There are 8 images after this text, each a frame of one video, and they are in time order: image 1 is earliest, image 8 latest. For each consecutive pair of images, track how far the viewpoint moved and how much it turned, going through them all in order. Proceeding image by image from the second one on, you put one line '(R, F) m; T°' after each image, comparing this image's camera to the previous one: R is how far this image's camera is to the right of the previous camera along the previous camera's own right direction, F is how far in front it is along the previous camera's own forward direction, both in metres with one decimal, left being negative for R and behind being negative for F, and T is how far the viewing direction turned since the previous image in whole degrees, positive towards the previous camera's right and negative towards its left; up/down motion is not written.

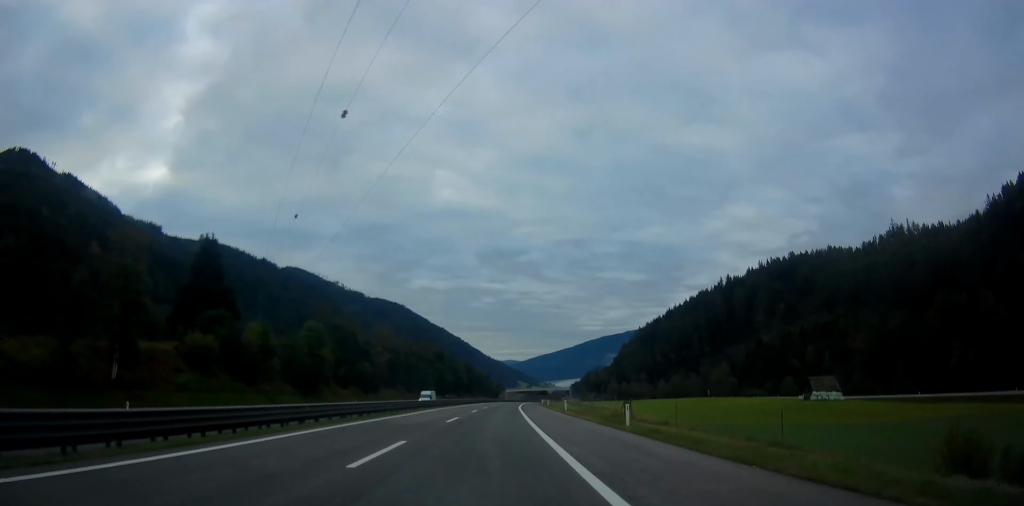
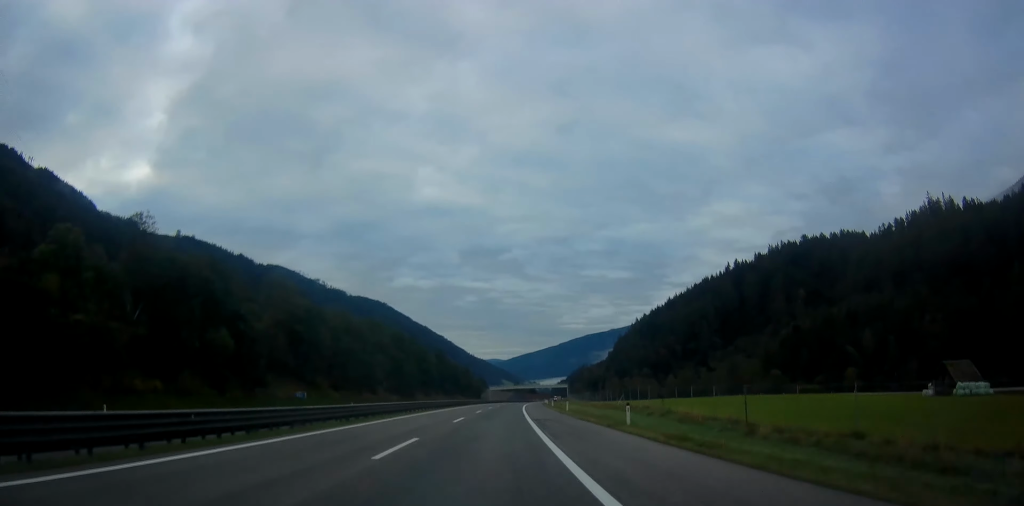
(+1.2, +52.9) m; +2°
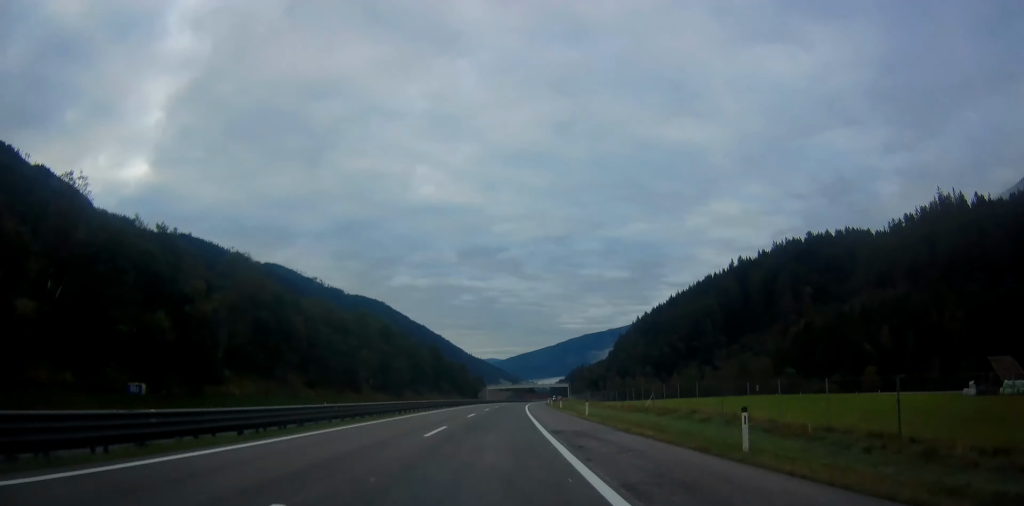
(0.0, +11.3) m; 0°
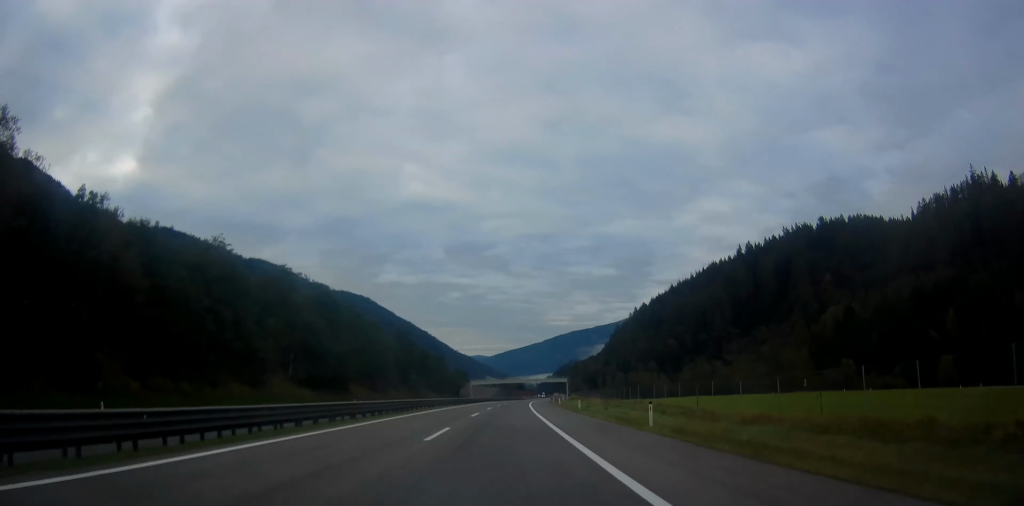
(0.0, +39.0) m; +1°
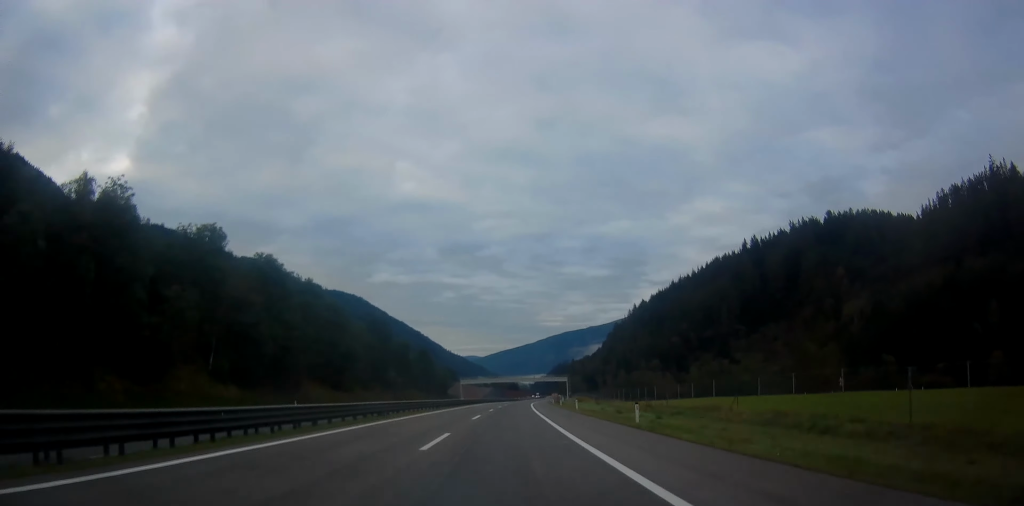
(+0.3, +20.3) m; +1°
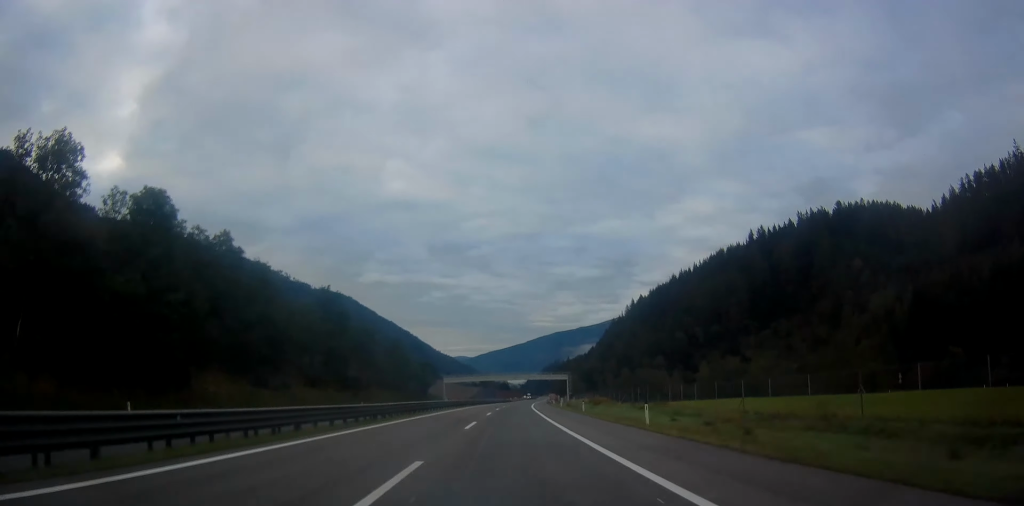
(+0.3, +27.4) m; +1°
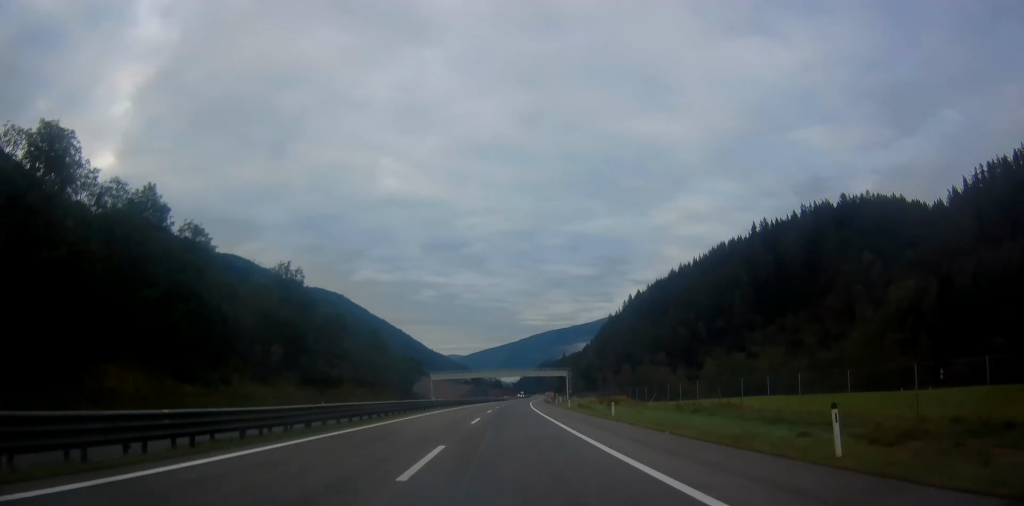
(0.0, +14.2) m; 0°
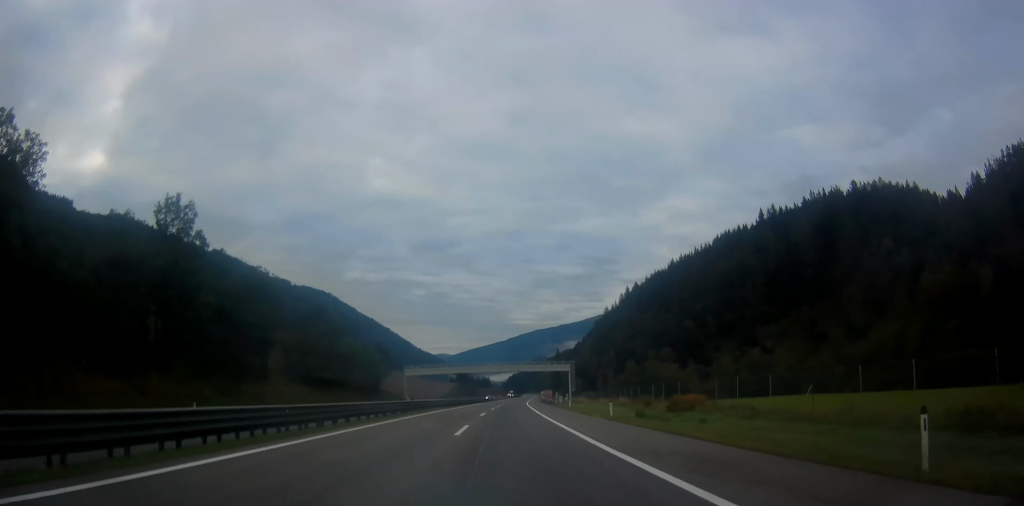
(0.0, +26.4) m; +1°
